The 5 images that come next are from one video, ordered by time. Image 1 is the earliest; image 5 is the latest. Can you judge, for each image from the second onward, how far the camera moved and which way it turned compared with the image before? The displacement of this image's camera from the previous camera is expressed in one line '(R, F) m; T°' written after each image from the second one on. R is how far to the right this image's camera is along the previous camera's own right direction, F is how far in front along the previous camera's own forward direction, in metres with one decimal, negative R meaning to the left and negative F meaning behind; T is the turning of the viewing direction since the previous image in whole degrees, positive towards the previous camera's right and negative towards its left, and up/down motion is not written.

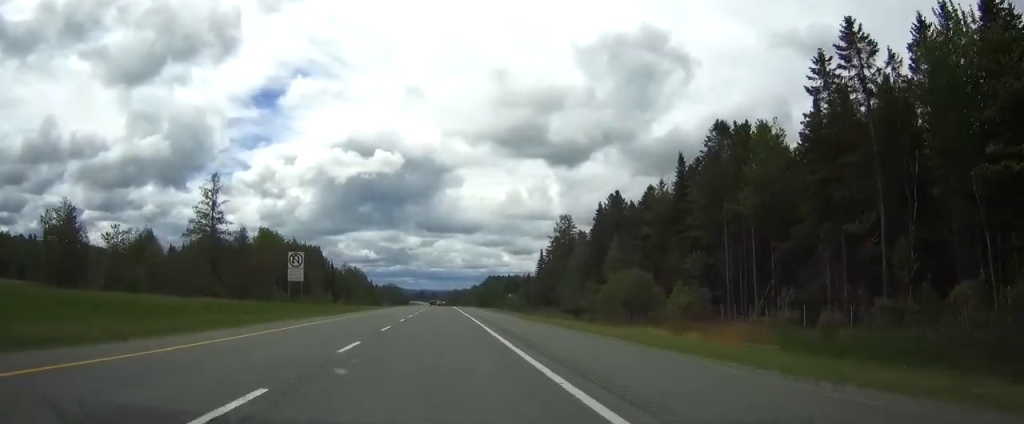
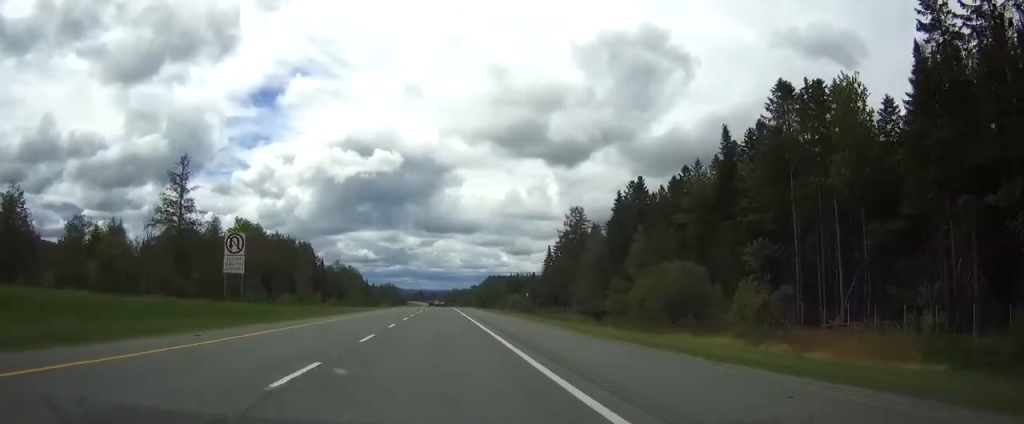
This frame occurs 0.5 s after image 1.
(0.0, +14.8) m; 0°
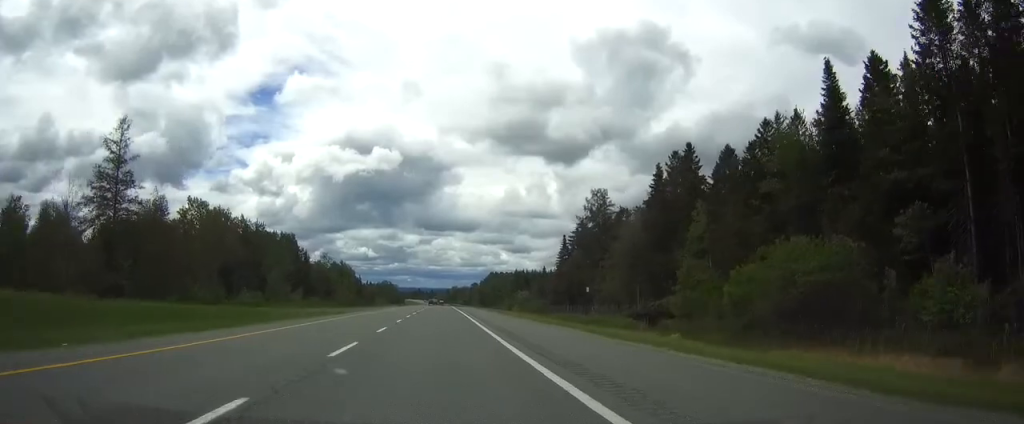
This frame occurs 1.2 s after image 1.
(+0.1, +22.1) m; 0°
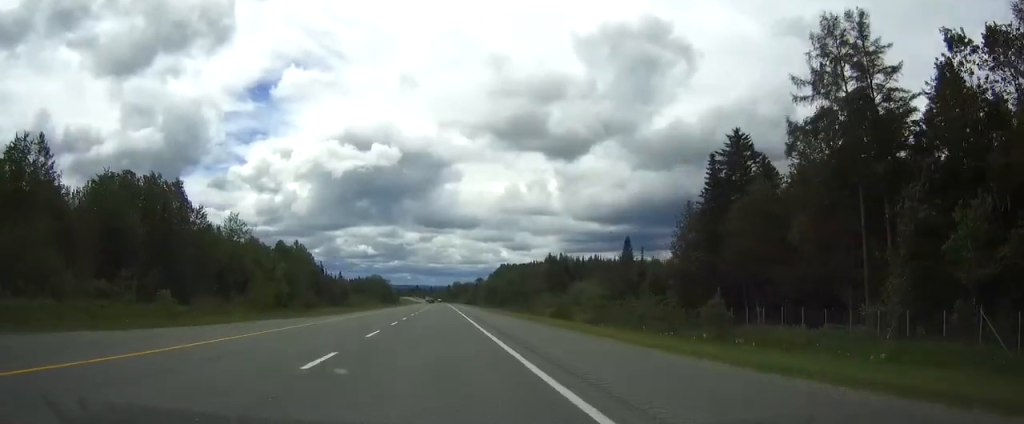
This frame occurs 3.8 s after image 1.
(0.0, +83.4) m; 0°
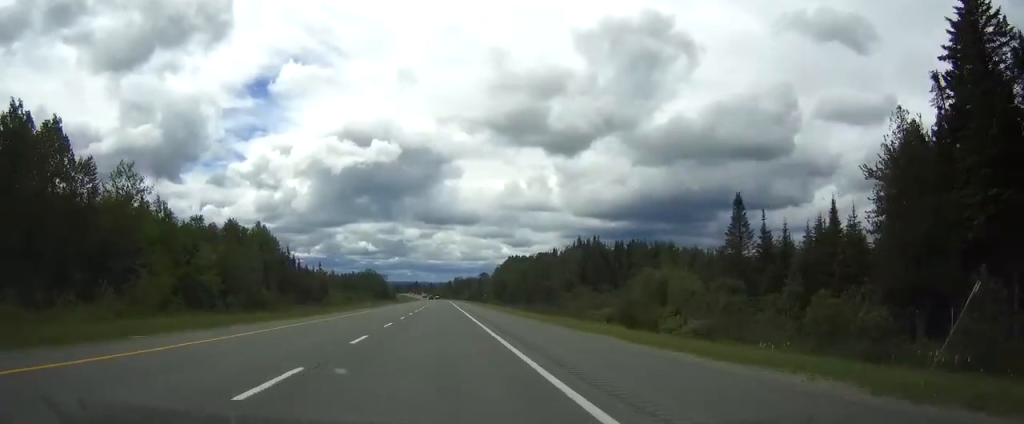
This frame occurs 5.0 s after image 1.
(+0.1, +39.3) m; 0°
